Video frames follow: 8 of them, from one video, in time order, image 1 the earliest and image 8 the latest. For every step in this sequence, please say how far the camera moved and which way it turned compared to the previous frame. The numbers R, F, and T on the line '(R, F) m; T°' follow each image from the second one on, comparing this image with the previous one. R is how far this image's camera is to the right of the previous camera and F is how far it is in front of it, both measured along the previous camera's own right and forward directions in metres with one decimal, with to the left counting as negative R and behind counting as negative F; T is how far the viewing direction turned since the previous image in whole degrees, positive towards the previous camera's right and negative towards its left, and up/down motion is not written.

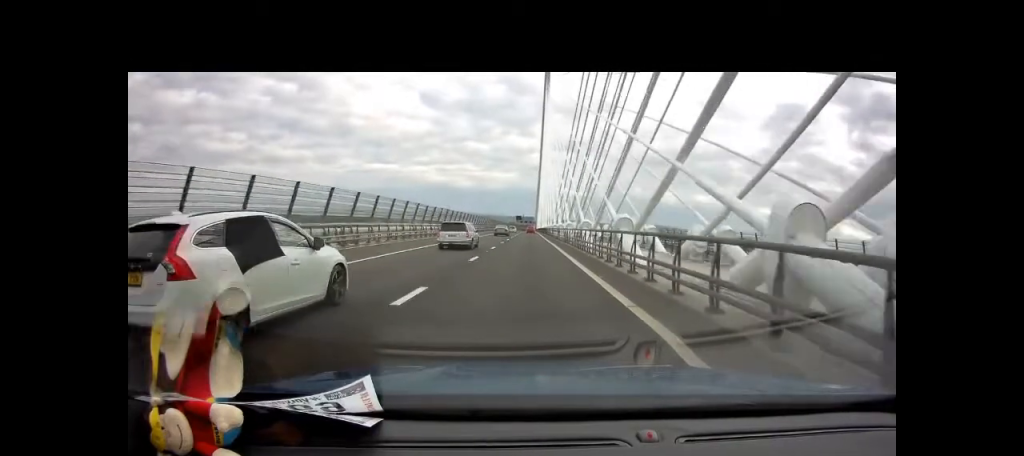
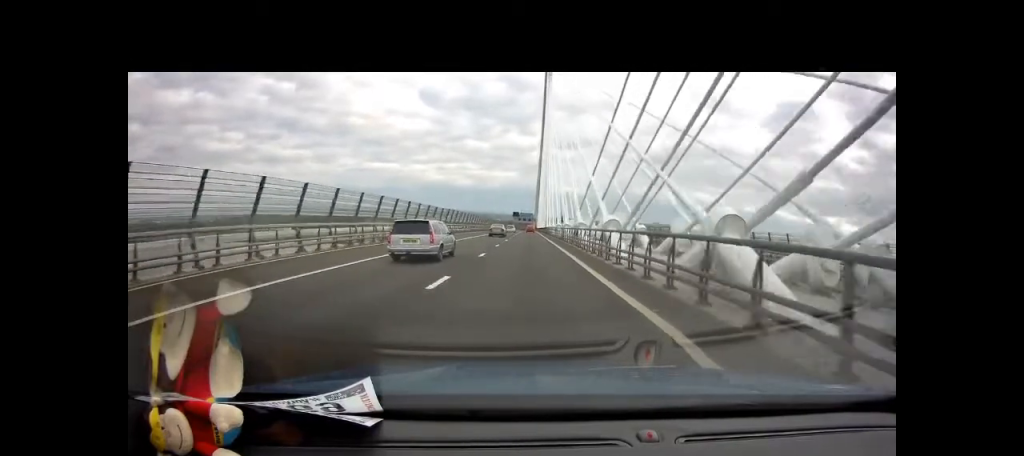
(-0.4, +59.7) m; -1°
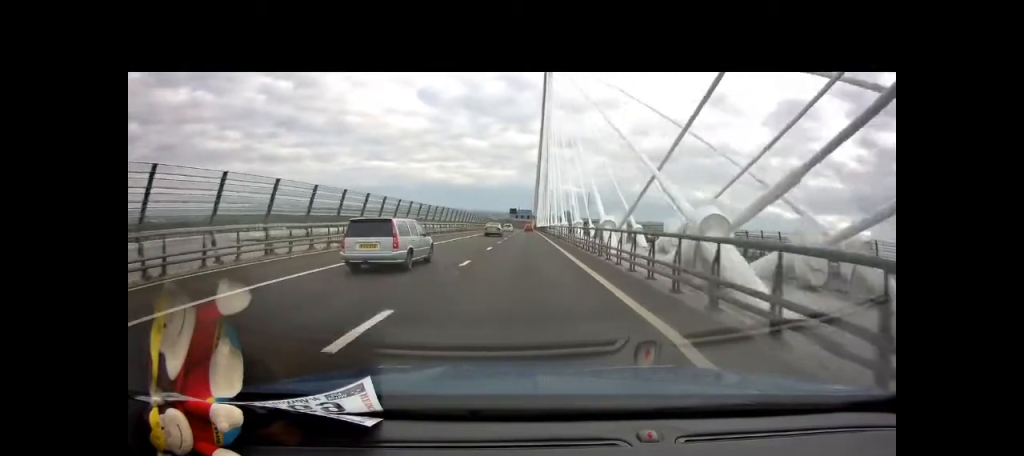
(0.0, +31.6) m; 0°
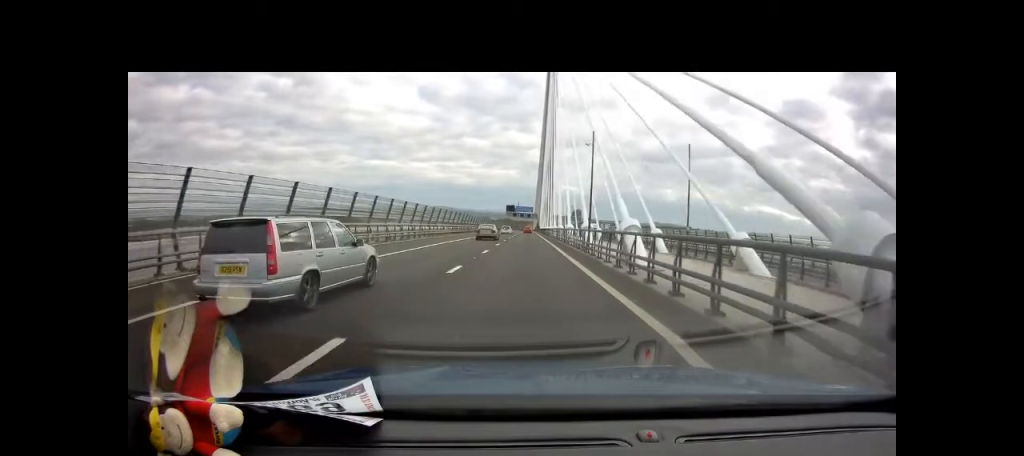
(+0.5, +55.7) m; +1°
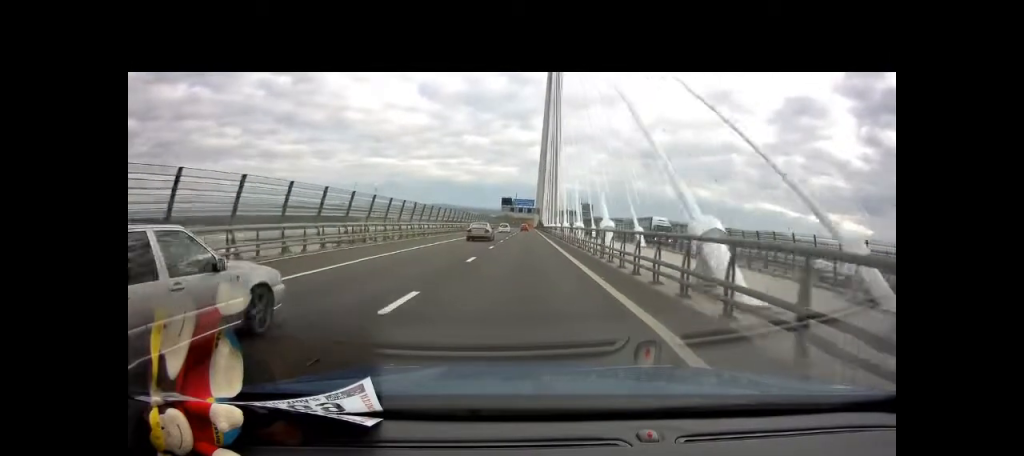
(0.0, +40.9) m; 0°
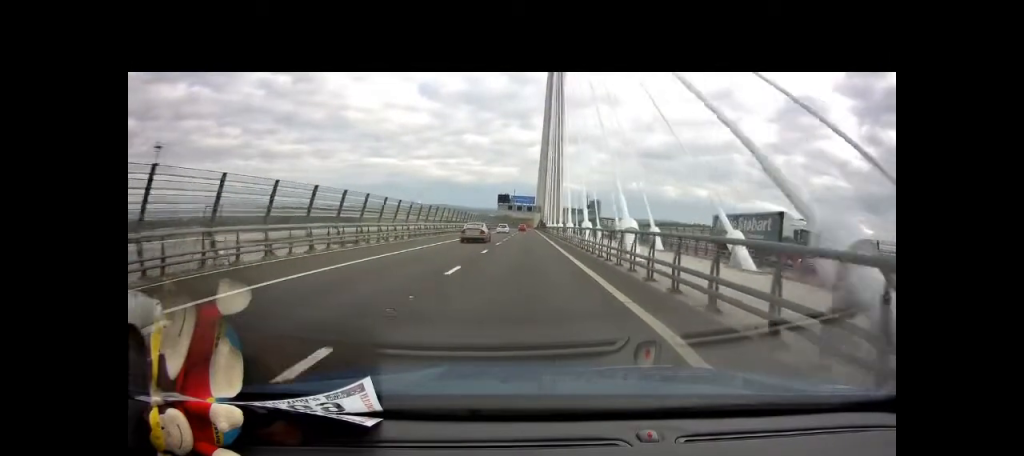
(-0.1, +22.2) m; 0°
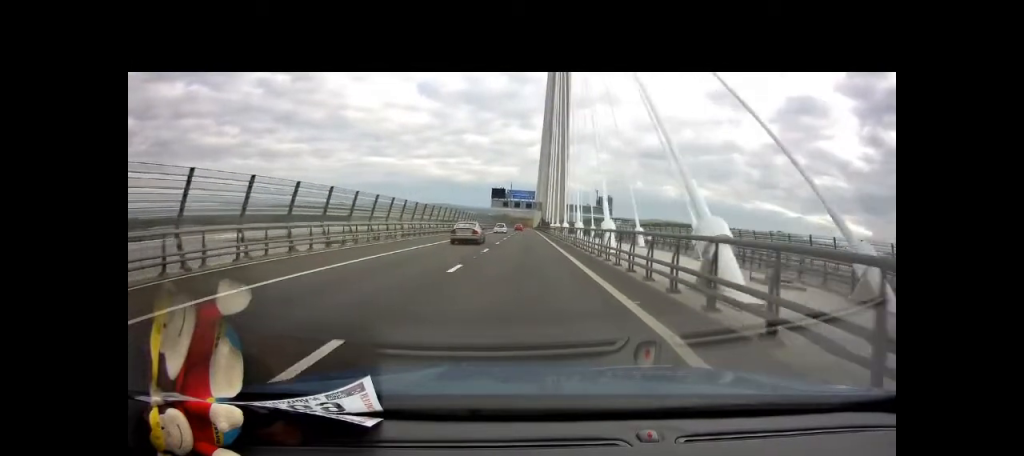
(0.0, +25.6) m; 0°
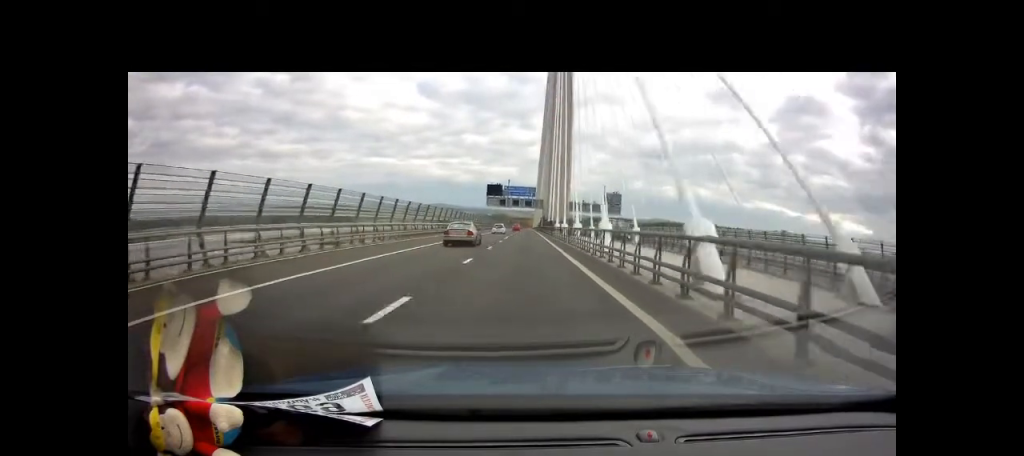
(0.0, +15.6) m; 0°
